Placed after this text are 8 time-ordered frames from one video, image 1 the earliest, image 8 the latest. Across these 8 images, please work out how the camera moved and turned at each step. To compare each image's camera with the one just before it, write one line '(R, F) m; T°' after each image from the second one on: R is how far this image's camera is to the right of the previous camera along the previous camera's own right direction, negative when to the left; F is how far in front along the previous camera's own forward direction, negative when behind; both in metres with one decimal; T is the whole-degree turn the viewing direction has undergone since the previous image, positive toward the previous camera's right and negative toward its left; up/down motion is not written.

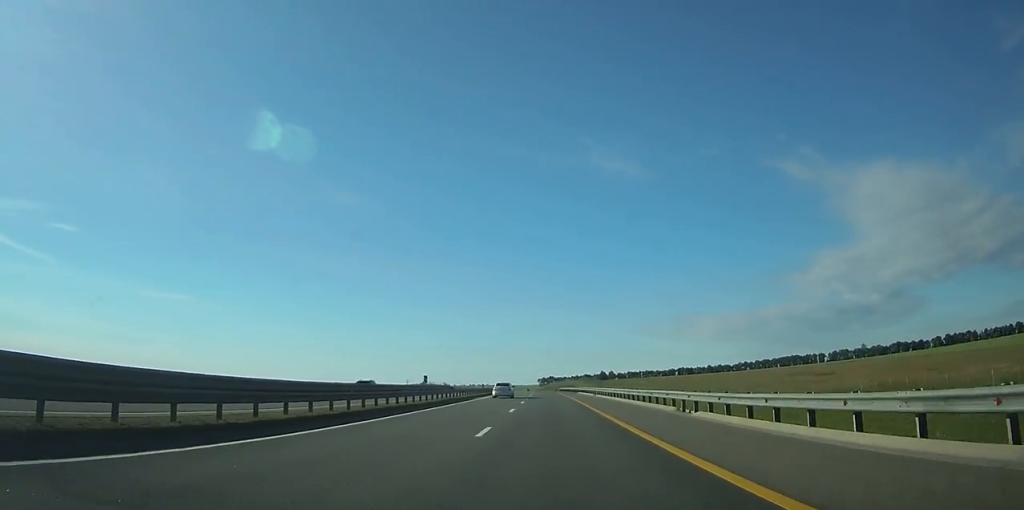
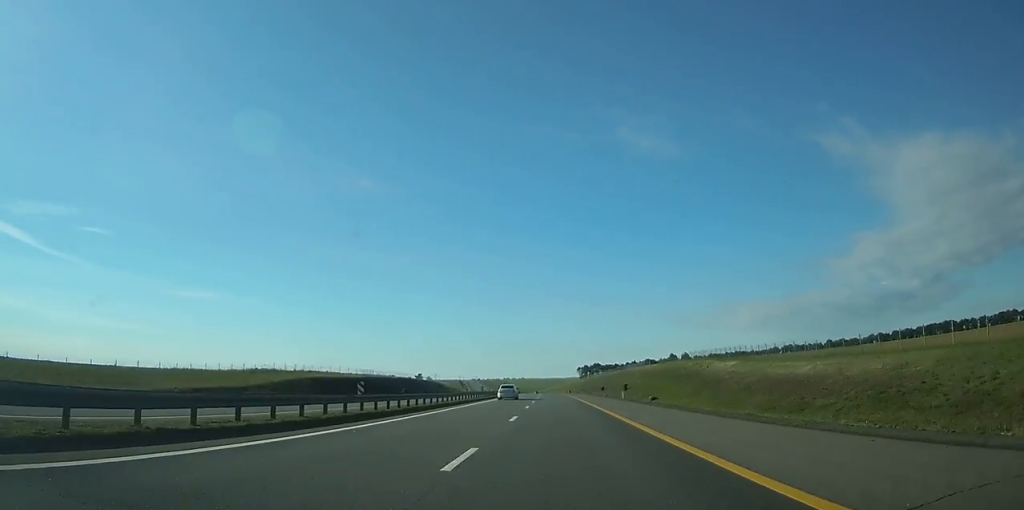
(-5.0, +206.4) m; -3°
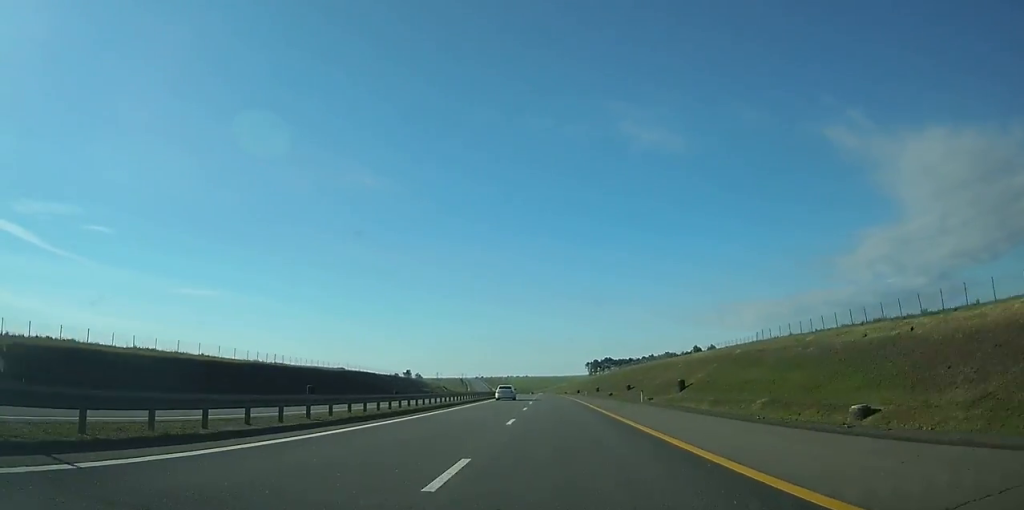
(-0.5, +65.3) m; -1°
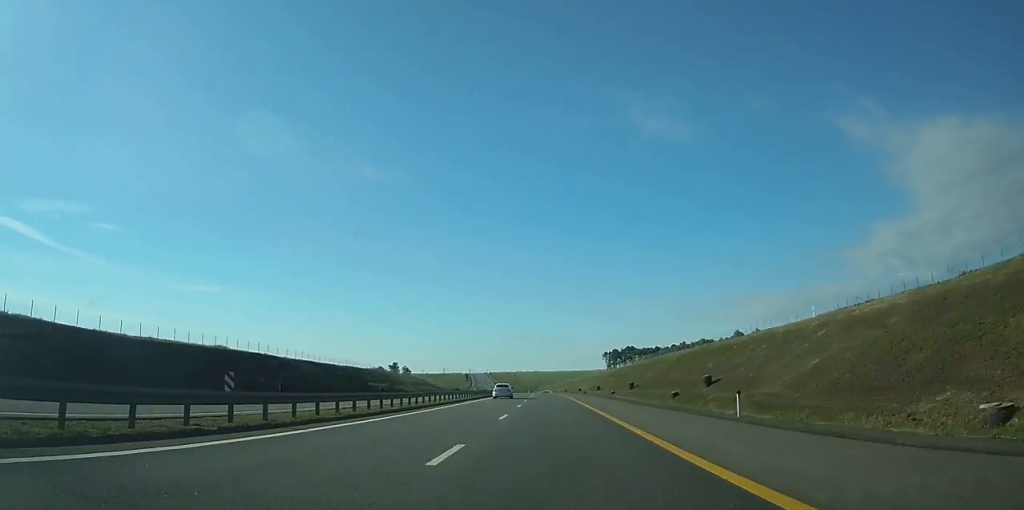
(-0.8, +74.6) m; -1°
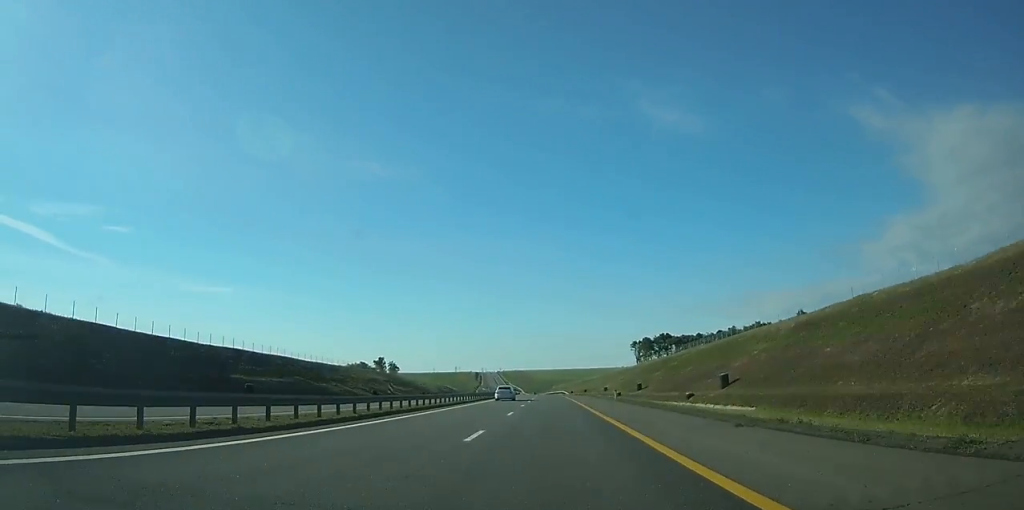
(-0.4, +72.0) m; -1°
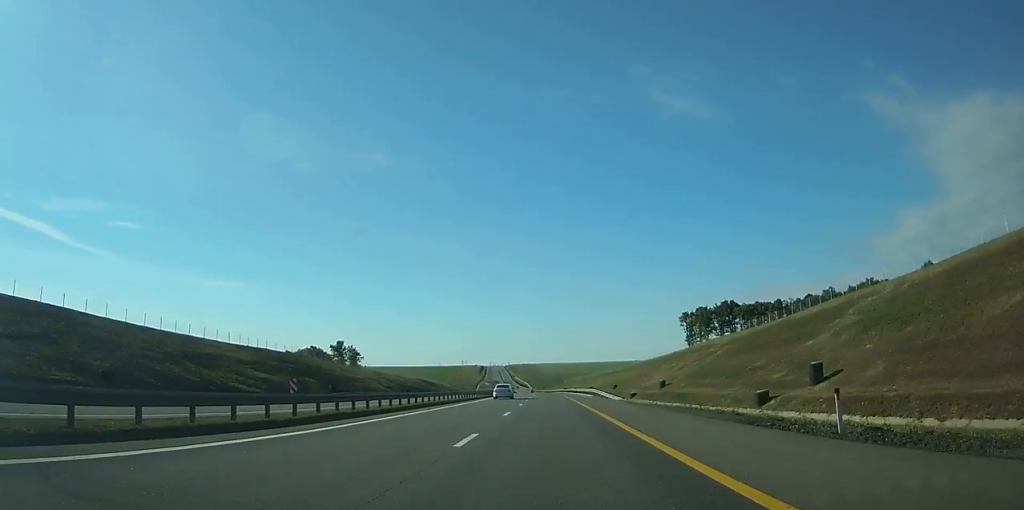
(-1.0, +93.1) m; -1°
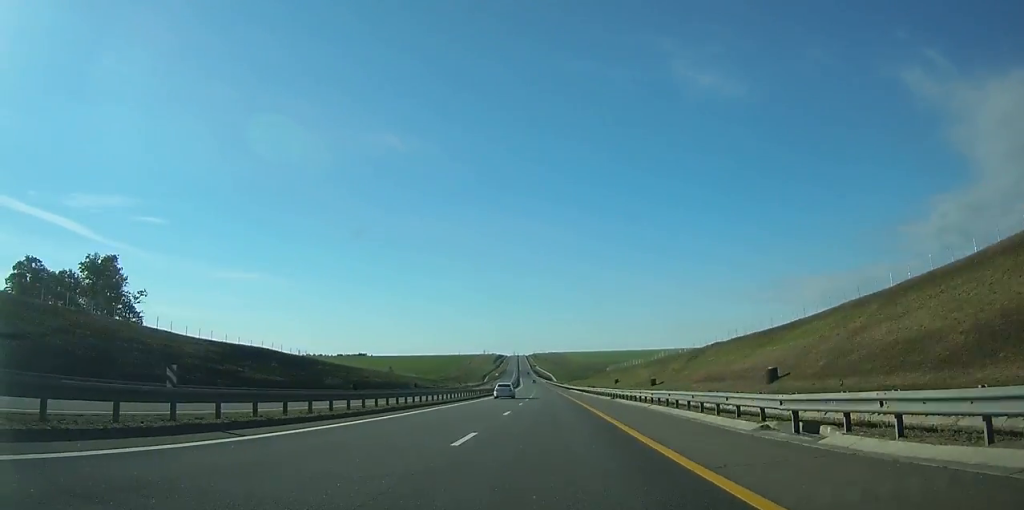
(-3.8, +170.8) m; -2°
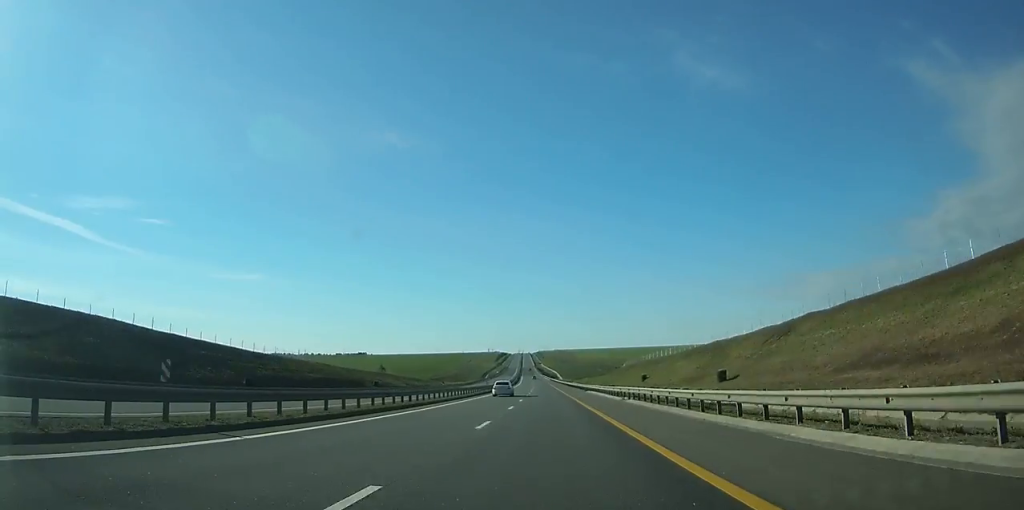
(0.0, +43.1) m; -1°
